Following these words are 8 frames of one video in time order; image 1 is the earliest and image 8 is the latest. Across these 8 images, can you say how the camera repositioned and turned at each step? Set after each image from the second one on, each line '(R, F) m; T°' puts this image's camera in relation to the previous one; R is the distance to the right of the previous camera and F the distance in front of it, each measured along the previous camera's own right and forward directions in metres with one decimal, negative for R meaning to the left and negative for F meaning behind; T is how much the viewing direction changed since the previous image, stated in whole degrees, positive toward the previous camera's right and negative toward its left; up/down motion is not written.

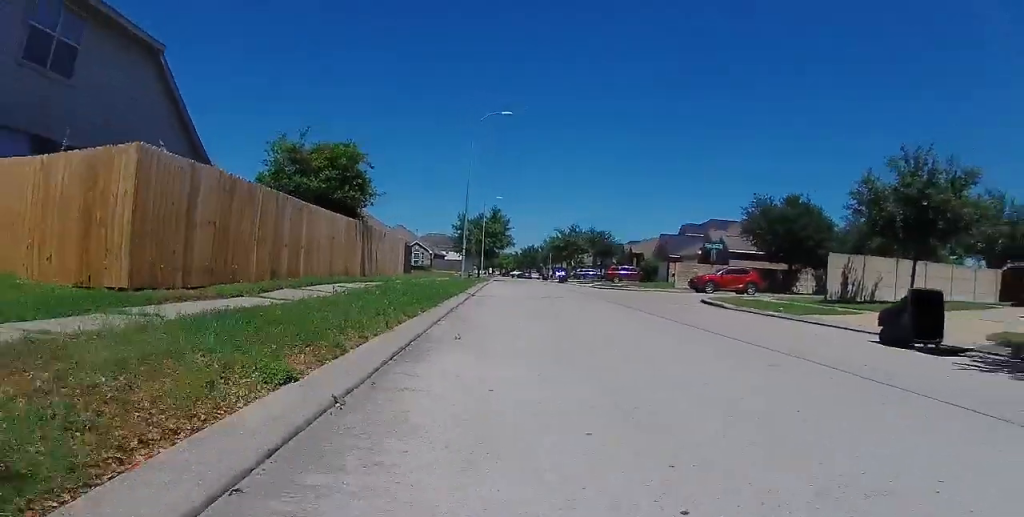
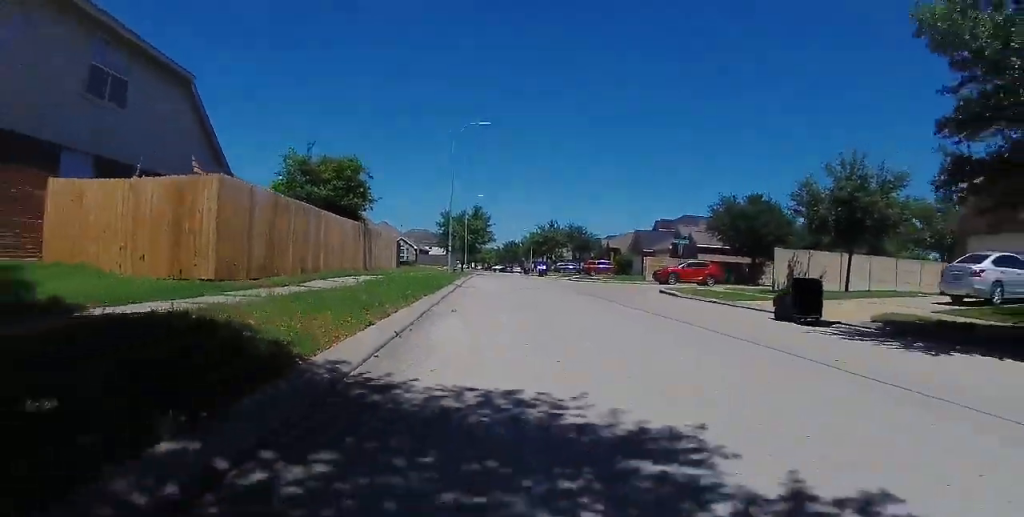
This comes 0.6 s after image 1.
(0.0, +2.7) m; +2°
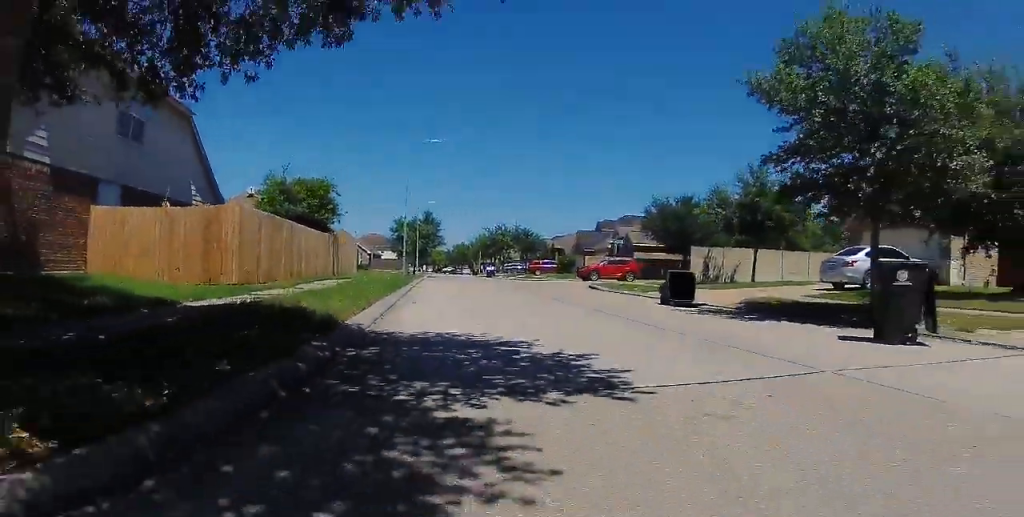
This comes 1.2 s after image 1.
(+0.1, +3.3) m; +1°
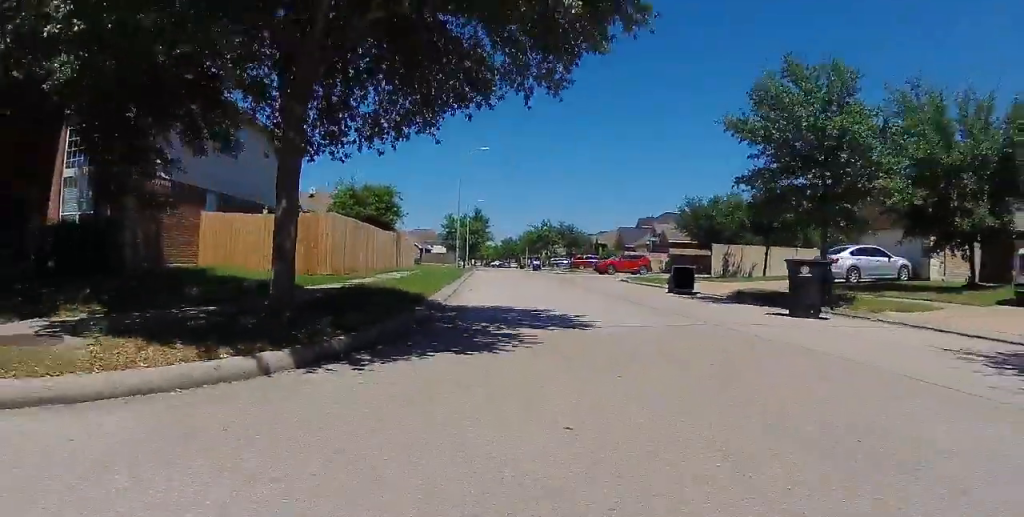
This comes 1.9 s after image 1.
(0.0, +3.3) m; 0°
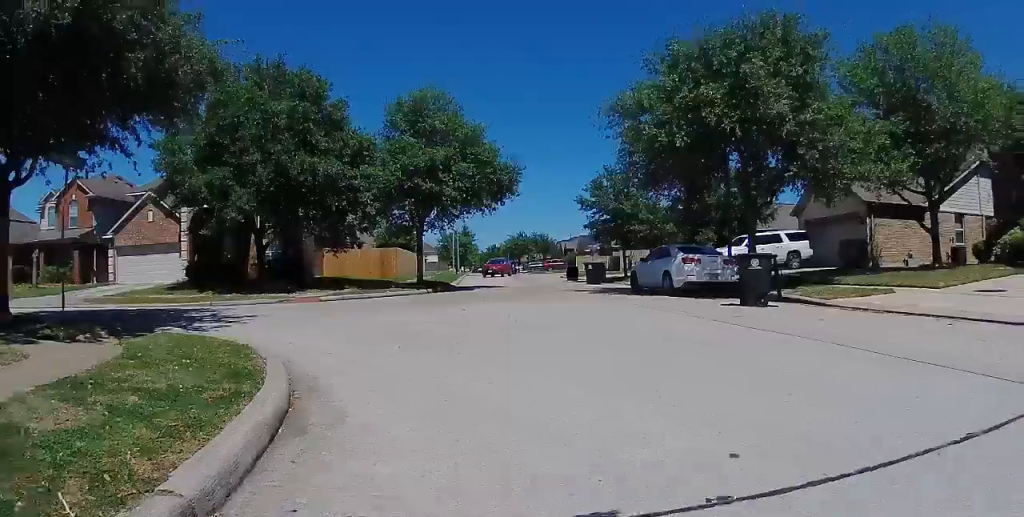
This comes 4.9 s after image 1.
(0.0, +15.8) m; 0°
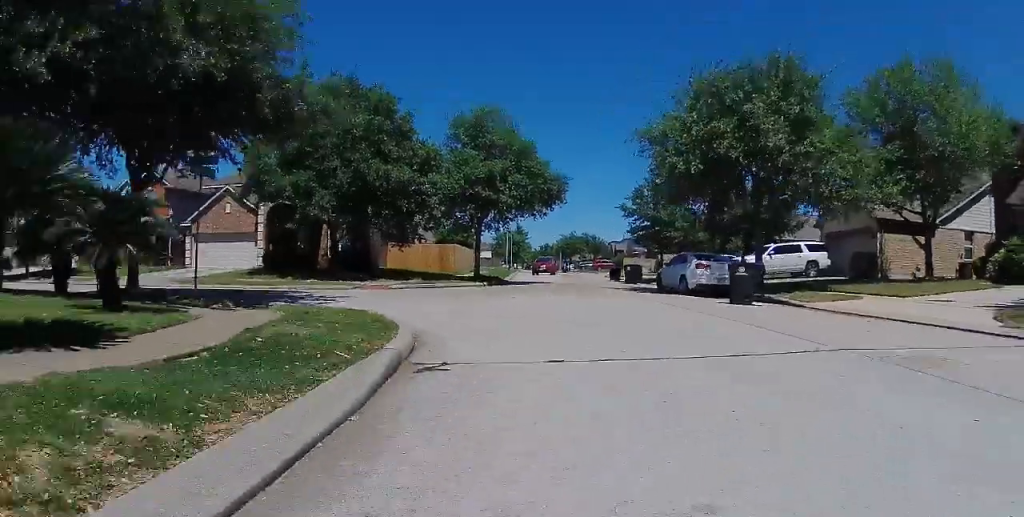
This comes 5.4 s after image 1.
(0.0, +3.0) m; 0°
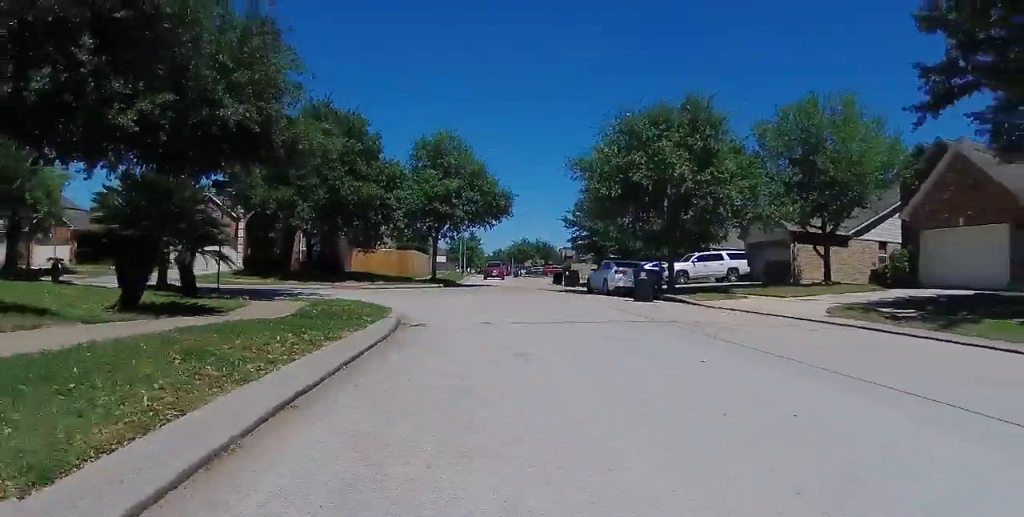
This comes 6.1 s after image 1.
(0.0, +3.9) m; 0°
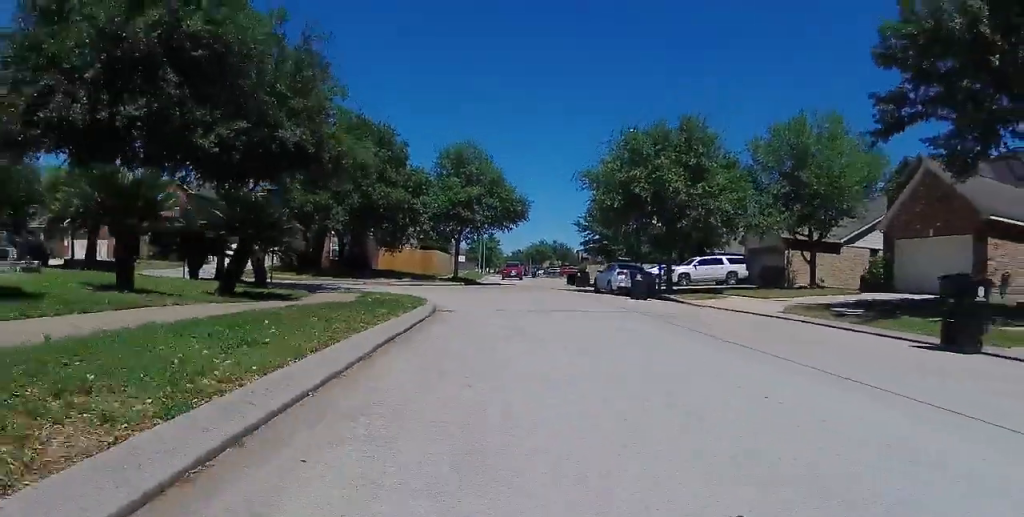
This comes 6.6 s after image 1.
(0.0, +2.8) m; 0°
